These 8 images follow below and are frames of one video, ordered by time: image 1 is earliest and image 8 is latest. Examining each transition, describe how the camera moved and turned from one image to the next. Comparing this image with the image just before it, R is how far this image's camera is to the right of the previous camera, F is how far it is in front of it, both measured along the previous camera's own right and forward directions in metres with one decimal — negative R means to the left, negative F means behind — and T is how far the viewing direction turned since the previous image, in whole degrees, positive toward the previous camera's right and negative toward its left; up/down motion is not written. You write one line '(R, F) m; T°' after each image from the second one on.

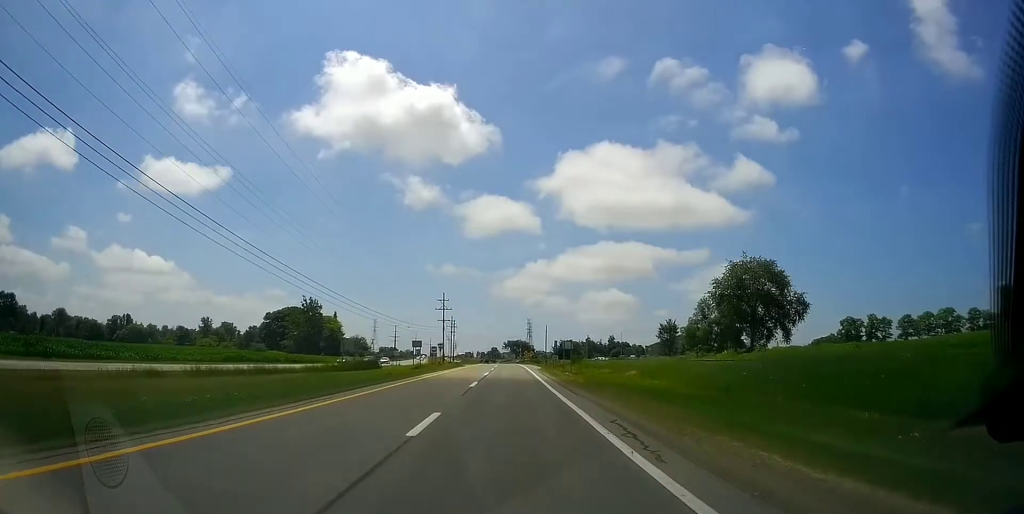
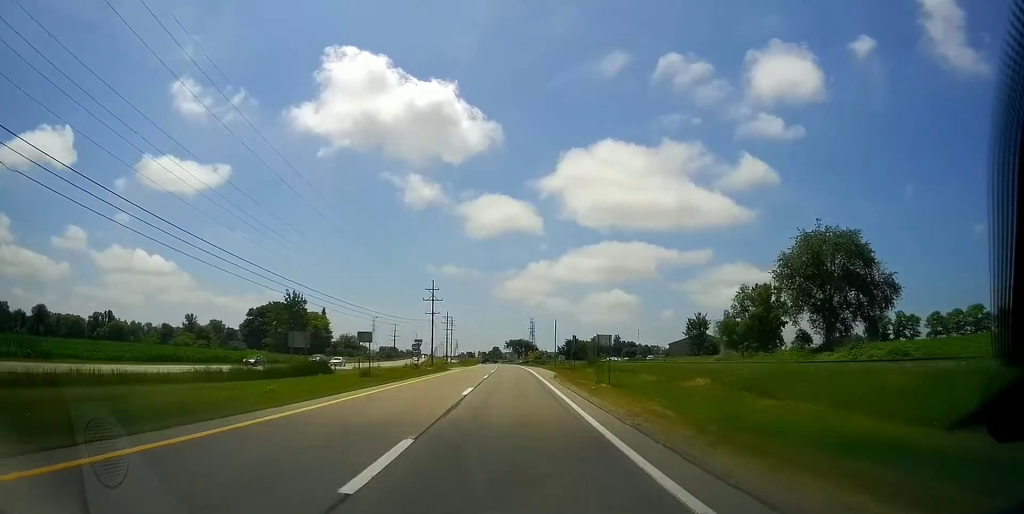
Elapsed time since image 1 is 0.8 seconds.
(+0.1, +20.1) m; +1°
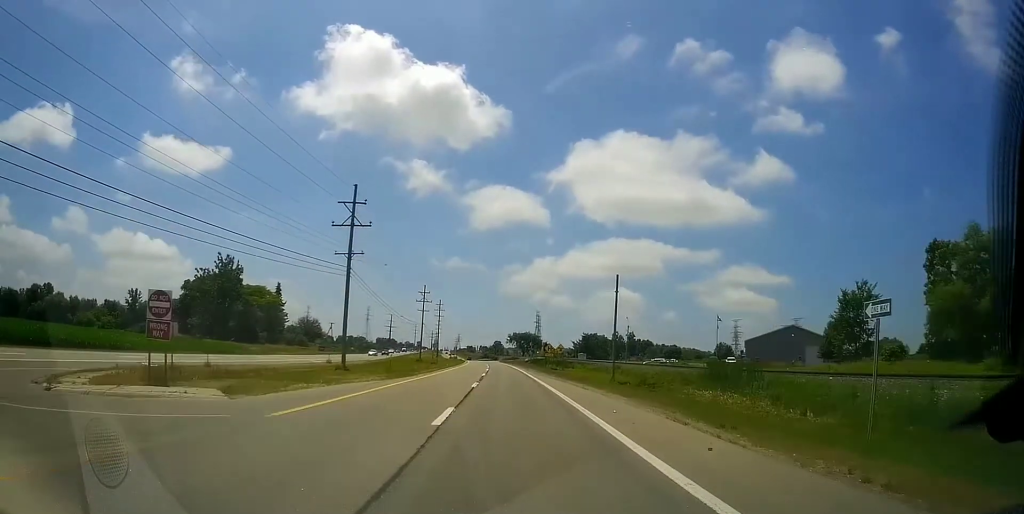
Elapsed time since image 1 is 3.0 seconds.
(+0.7, +55.8) m; 0°
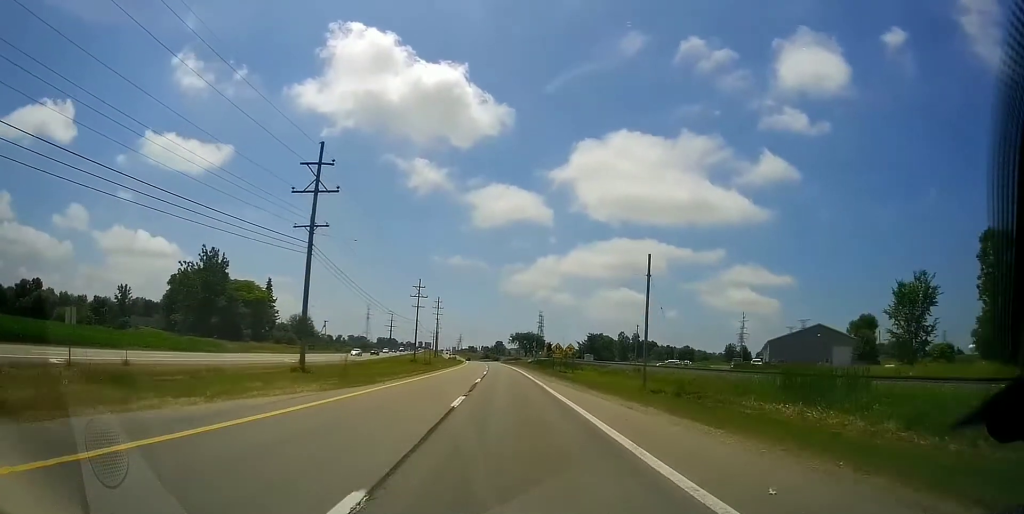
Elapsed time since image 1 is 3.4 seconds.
(-0.3, +9.9) m; 0°
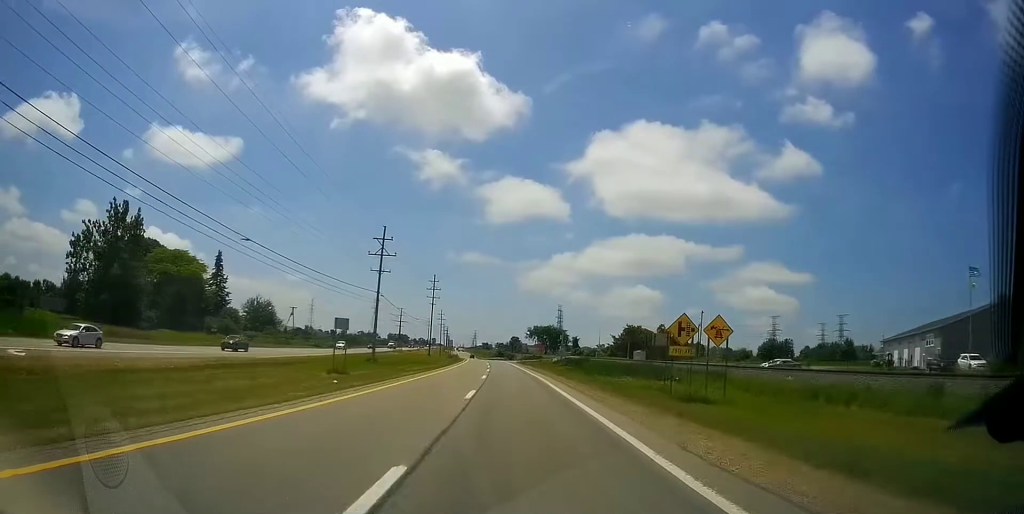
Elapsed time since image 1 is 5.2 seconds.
(+0.1, +44.2) m; -1°
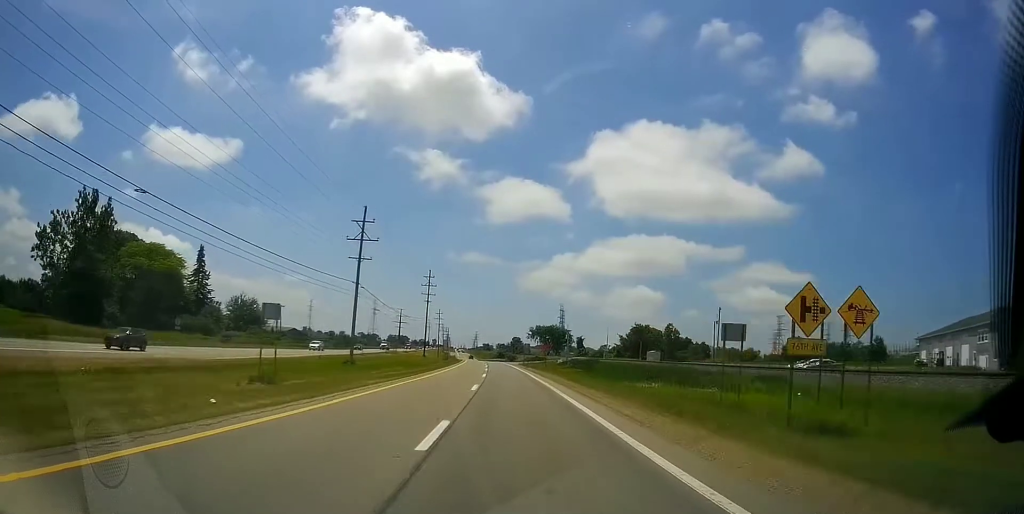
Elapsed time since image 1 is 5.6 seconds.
(0.0, +10.1) m; -1°
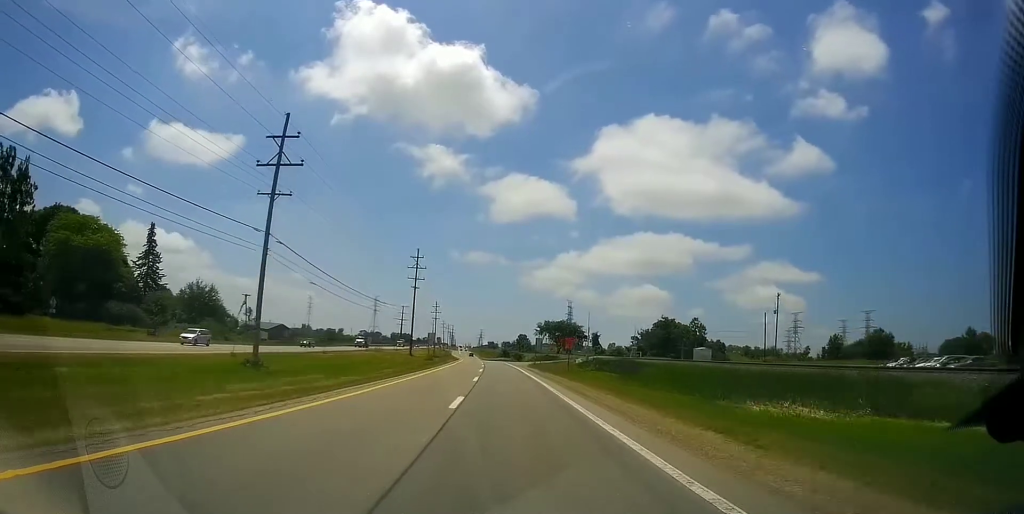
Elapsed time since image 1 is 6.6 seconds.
(-0.6, +24.3) m; 0°
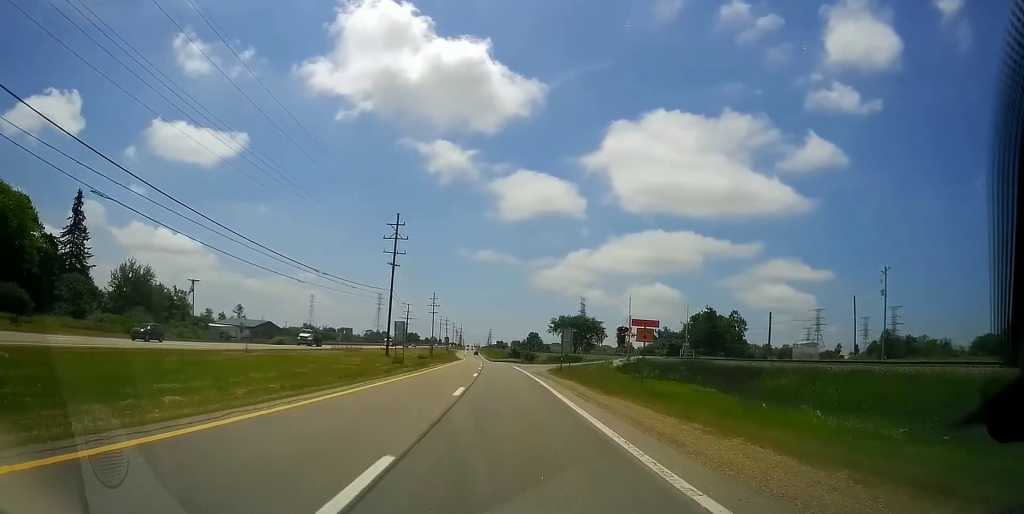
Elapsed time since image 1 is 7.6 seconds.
(+0.8, +26.9) m; +1°
